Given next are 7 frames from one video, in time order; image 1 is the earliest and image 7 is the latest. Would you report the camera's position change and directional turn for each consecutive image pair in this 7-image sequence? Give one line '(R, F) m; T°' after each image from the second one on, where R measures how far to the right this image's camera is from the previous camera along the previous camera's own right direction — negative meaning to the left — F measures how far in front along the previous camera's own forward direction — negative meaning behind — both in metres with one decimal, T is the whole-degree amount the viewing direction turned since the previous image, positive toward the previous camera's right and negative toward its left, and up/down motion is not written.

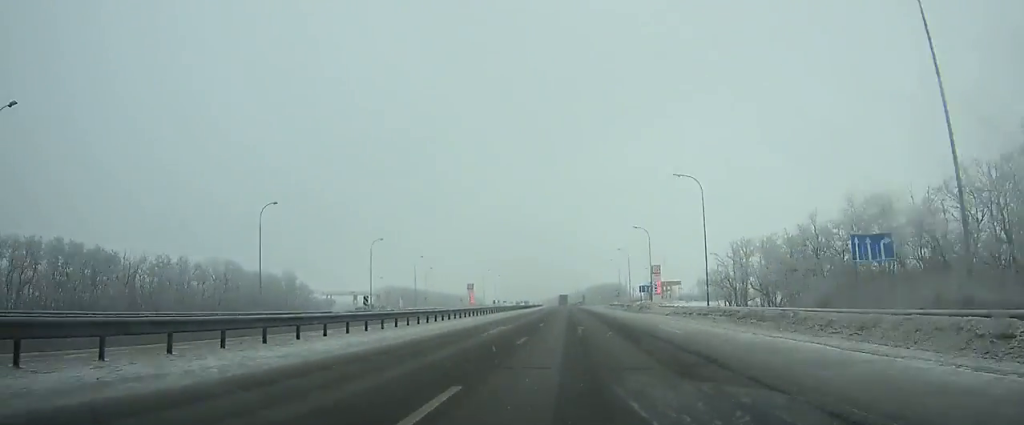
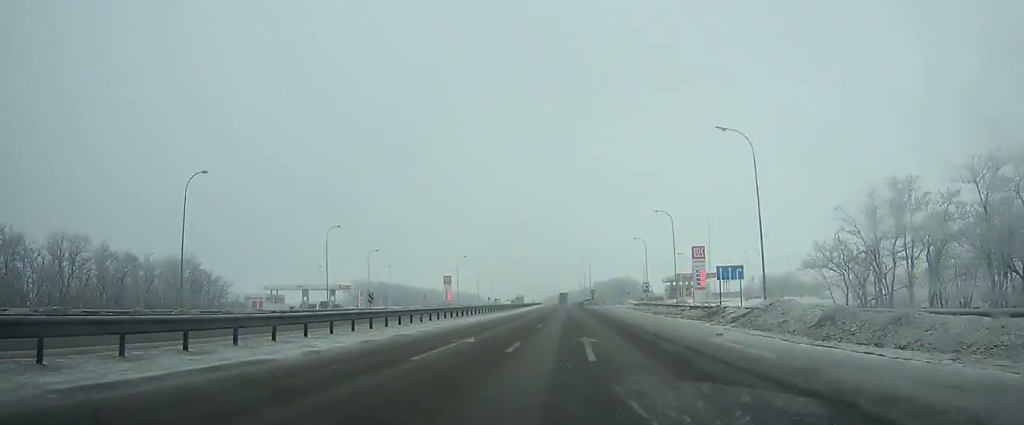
(-0.1, +38.9) m; -1°
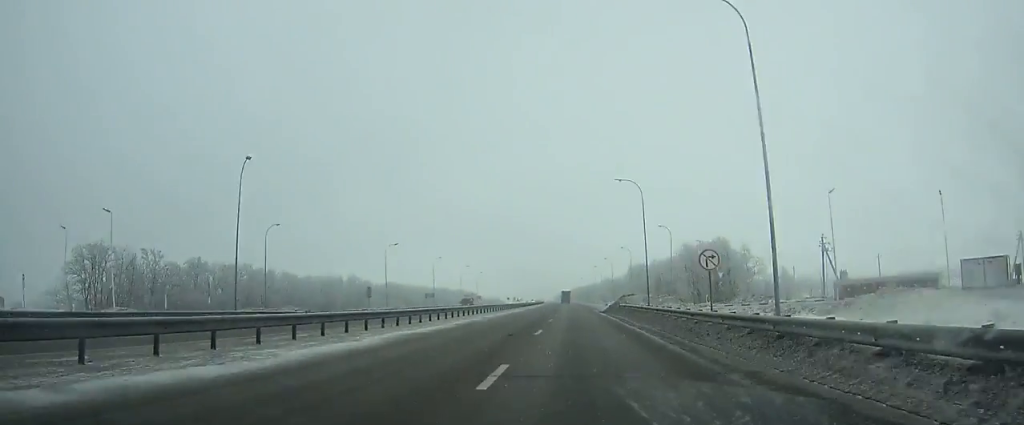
(-1.3, +137.5) m; -1°
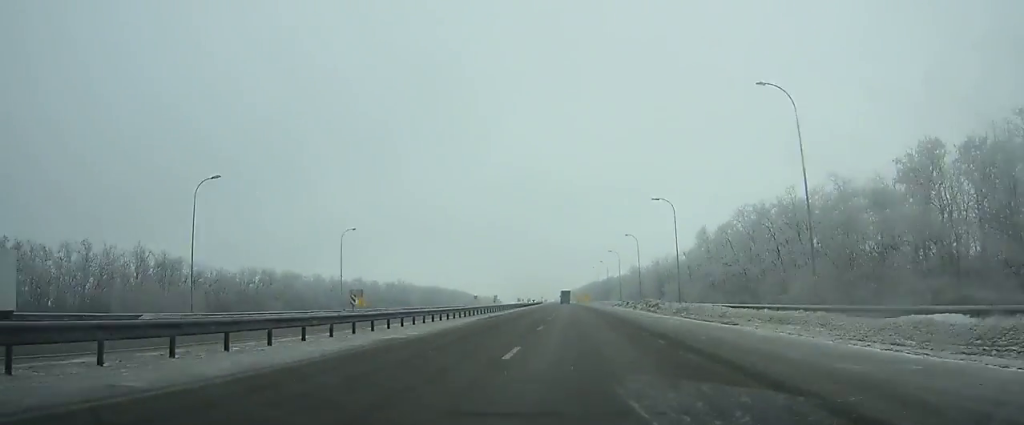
(-1.0, +104.1) m; -1°
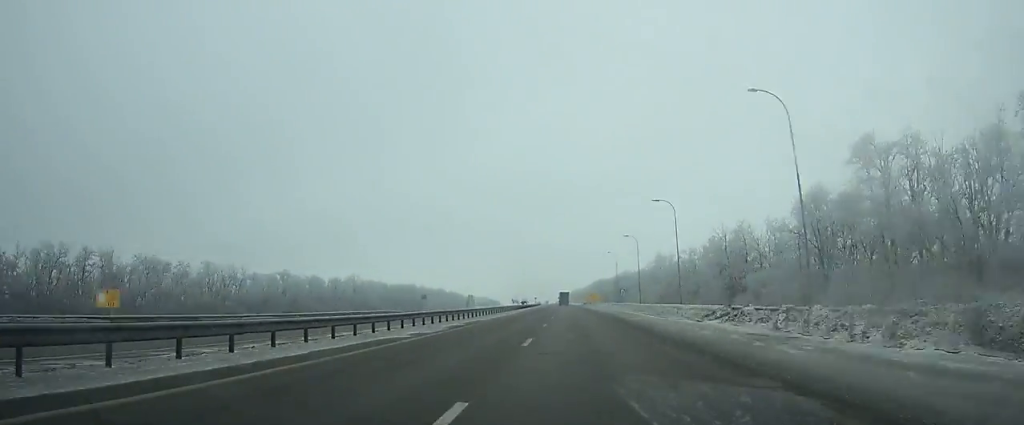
(-0.2, +56.1) m; -1°
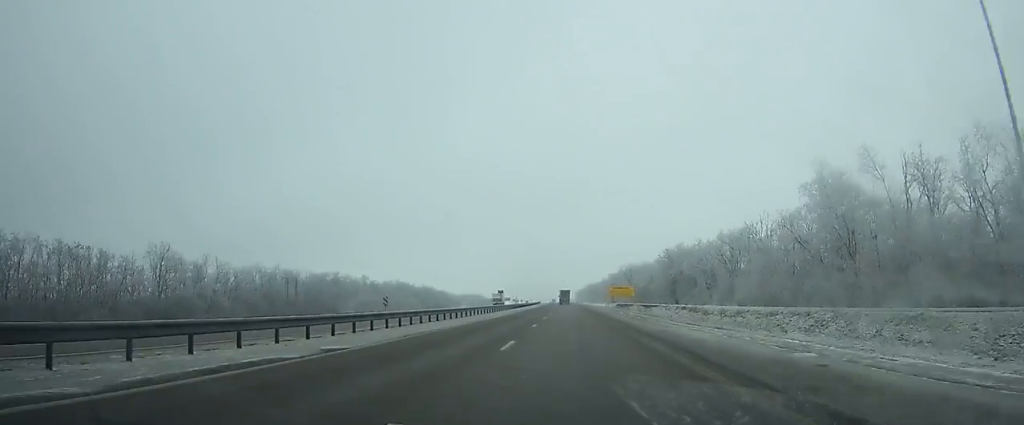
(-1.0, +97.4) m; -1°
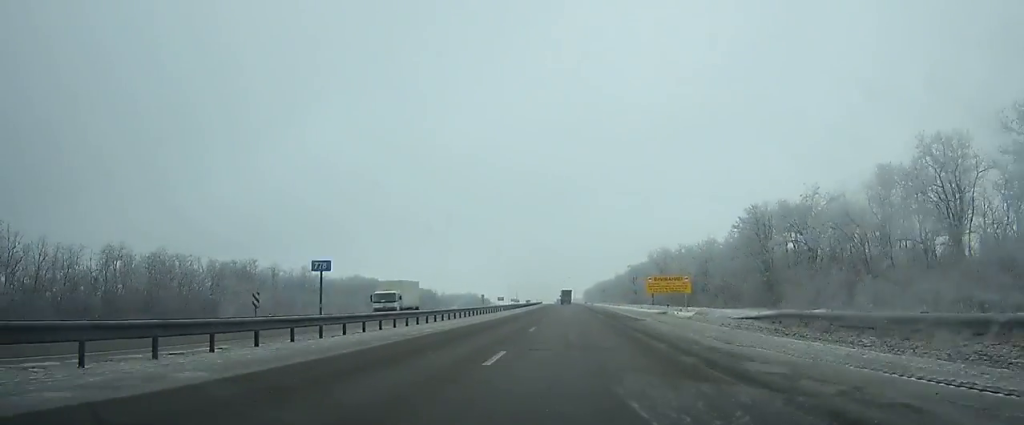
(-0.4, +51.5) m; -1°
